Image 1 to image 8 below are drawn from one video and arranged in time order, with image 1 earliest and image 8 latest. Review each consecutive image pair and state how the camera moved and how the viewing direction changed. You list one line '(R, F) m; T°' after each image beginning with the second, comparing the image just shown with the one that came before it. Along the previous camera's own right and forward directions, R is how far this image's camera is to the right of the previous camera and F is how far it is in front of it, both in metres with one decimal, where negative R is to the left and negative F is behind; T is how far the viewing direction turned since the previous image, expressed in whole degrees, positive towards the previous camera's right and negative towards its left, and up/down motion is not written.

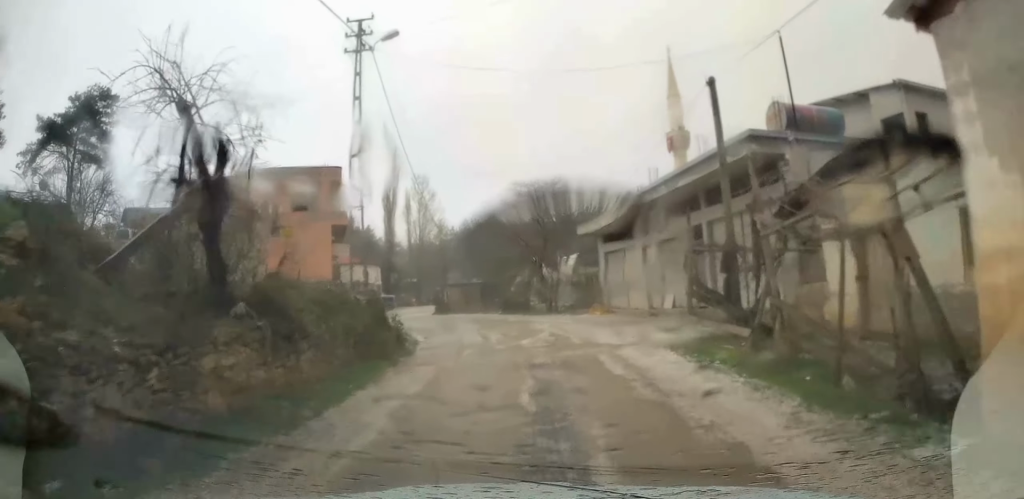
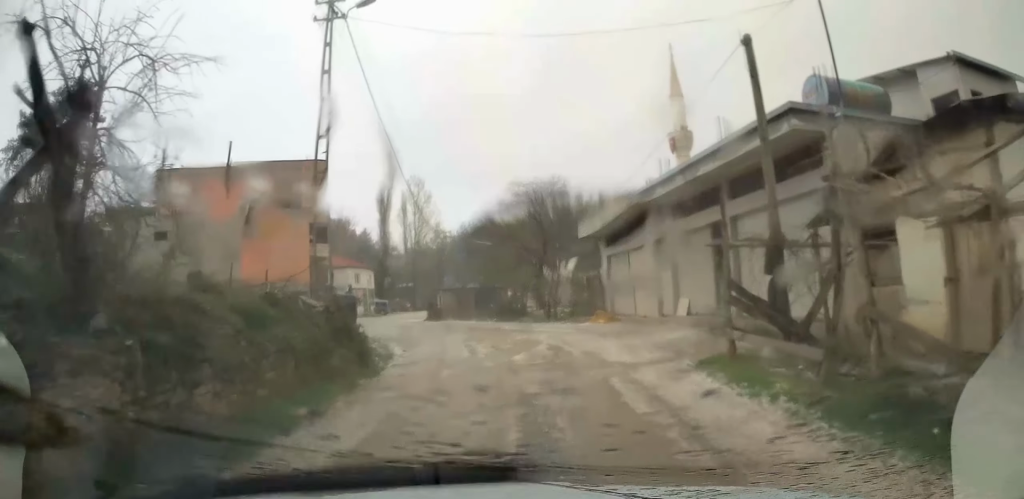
(0.0, +2.6) m; +1°
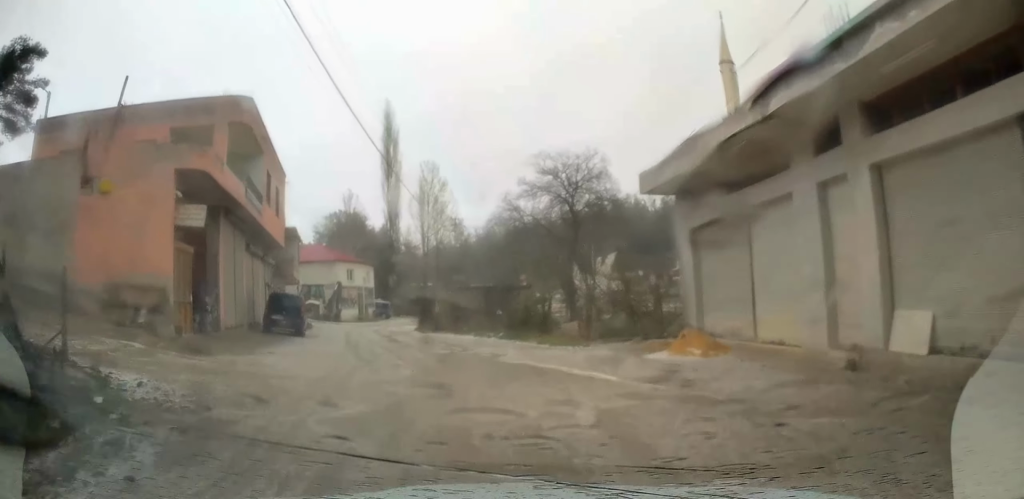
(-0.5, +11.1) m; -6°
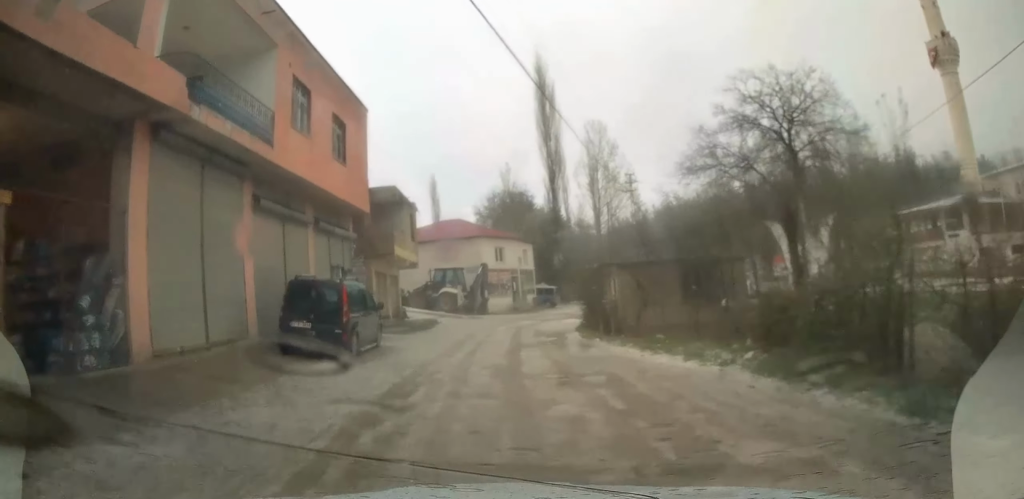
(-1.3, +11.0) m; -16°
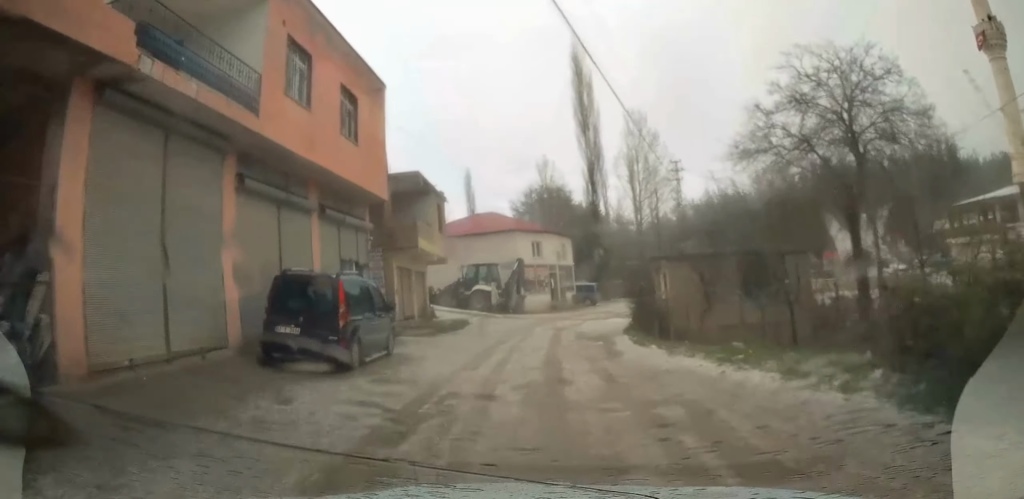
(-0.1, +2.6) m; -3°
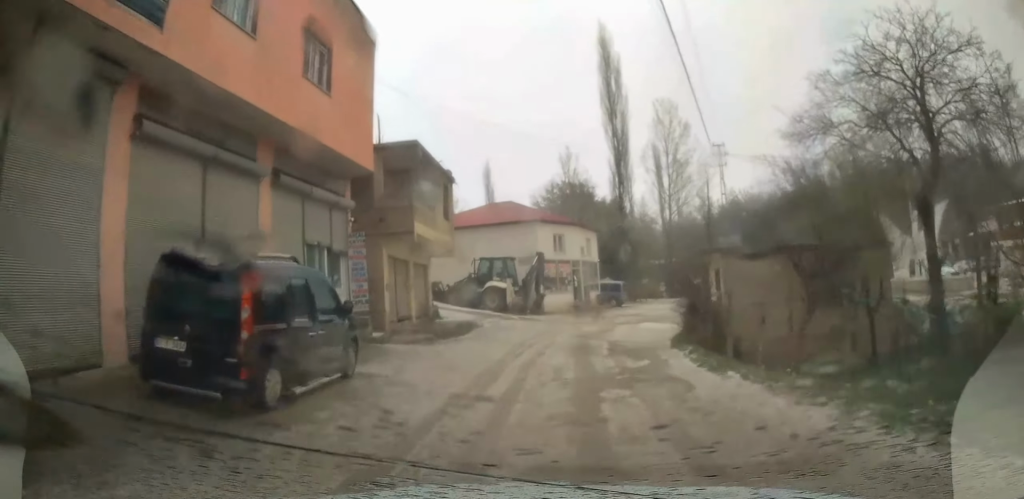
(-0.2, +4.2) m; -2°
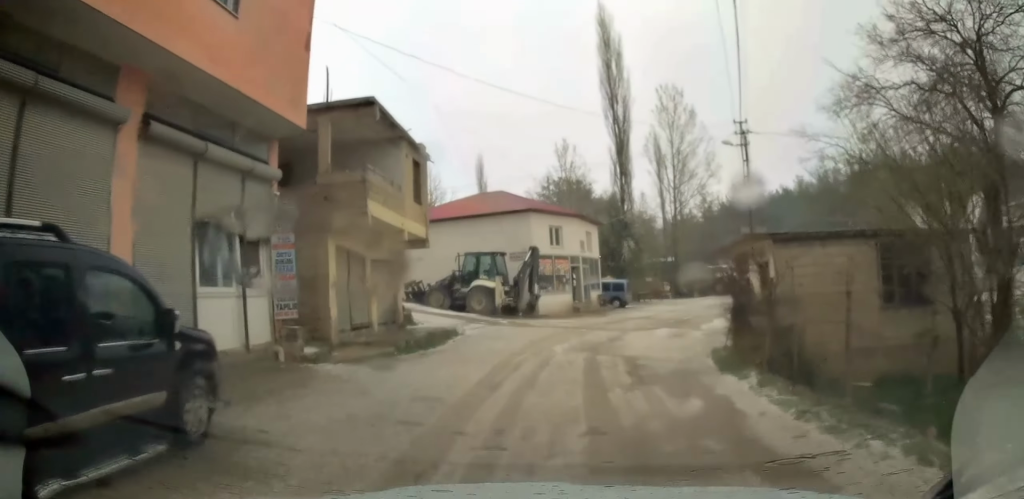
(-0.1, +4.5) m; -1°
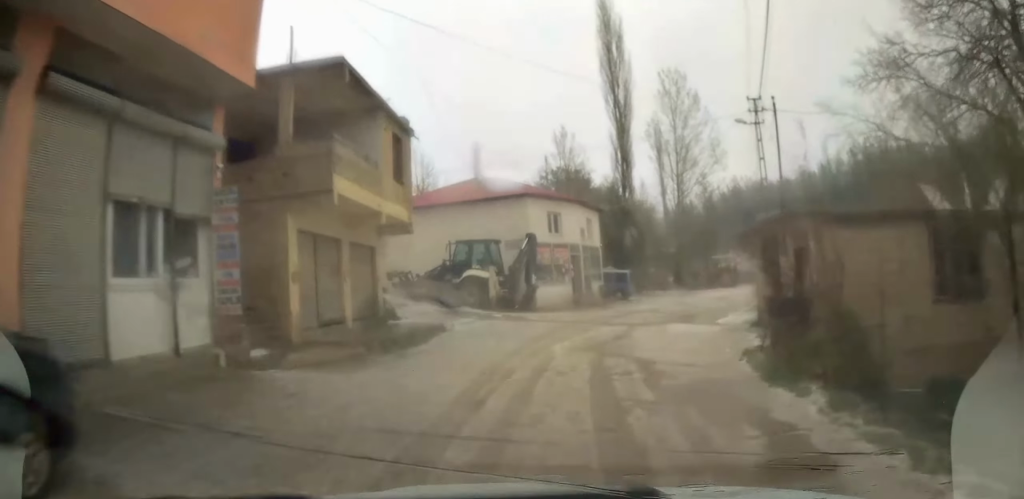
(0.0, +2.3) m; 0°
